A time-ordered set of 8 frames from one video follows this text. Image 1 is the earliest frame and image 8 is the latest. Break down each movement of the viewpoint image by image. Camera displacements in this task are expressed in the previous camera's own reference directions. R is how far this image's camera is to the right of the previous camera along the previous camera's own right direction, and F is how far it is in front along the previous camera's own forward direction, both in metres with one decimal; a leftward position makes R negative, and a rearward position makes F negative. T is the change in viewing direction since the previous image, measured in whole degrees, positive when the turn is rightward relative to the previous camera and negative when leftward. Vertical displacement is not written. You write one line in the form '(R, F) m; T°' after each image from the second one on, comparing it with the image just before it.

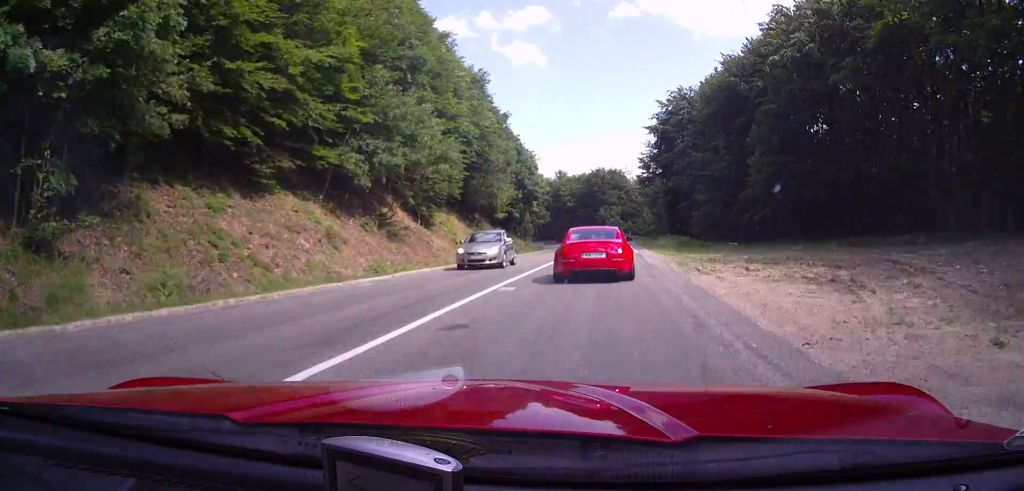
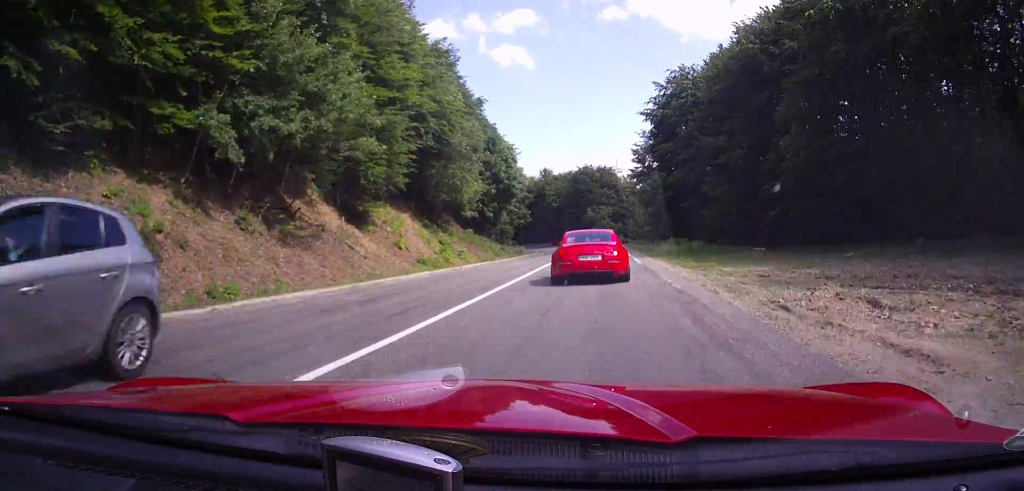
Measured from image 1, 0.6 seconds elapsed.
(-0.2, +9.4) m; +2°
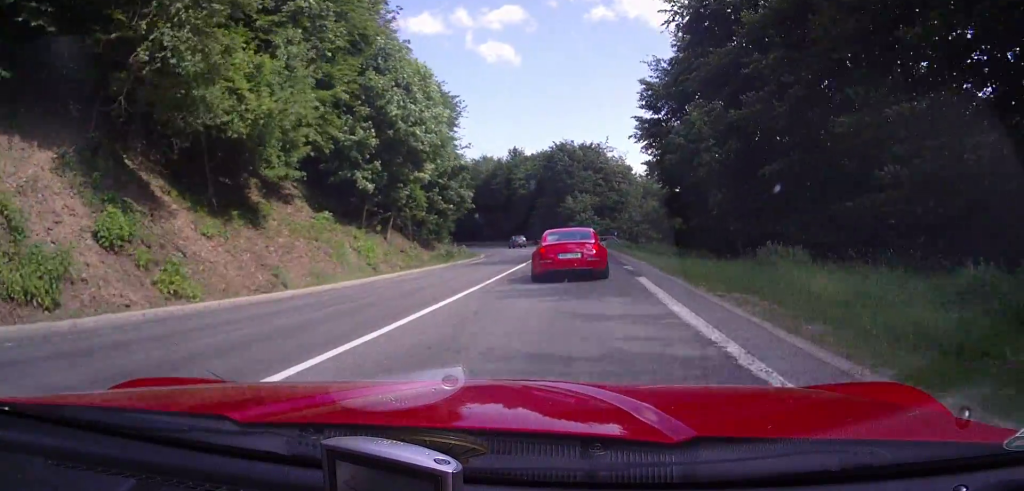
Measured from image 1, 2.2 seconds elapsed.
(+1.7, +27.1) m; +4°
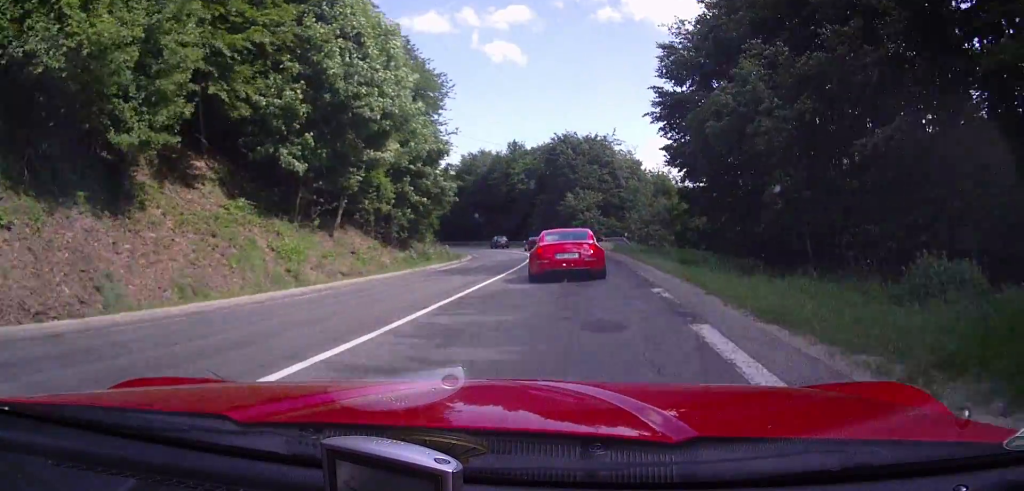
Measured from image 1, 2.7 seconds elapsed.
(0.0, +7.8) m; 0°
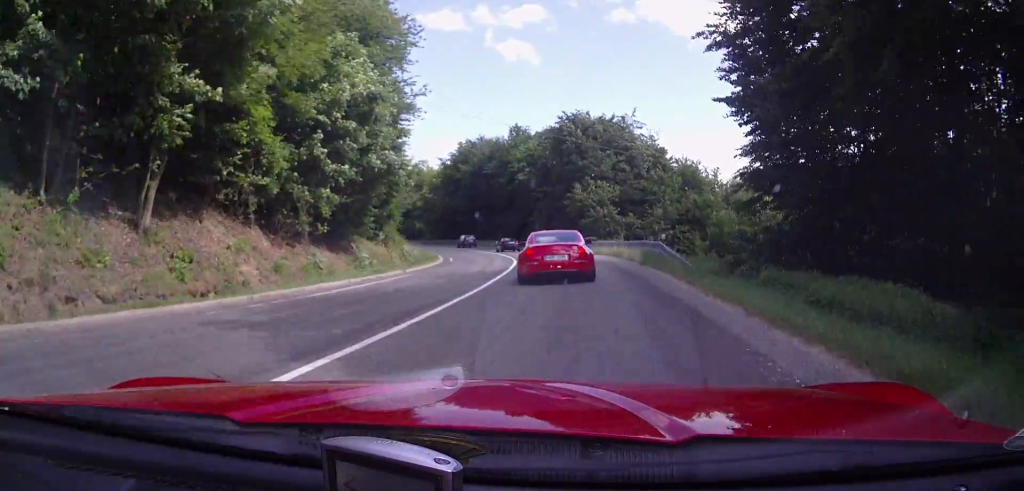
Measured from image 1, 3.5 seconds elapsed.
(0.0, +13.5) m; 0°
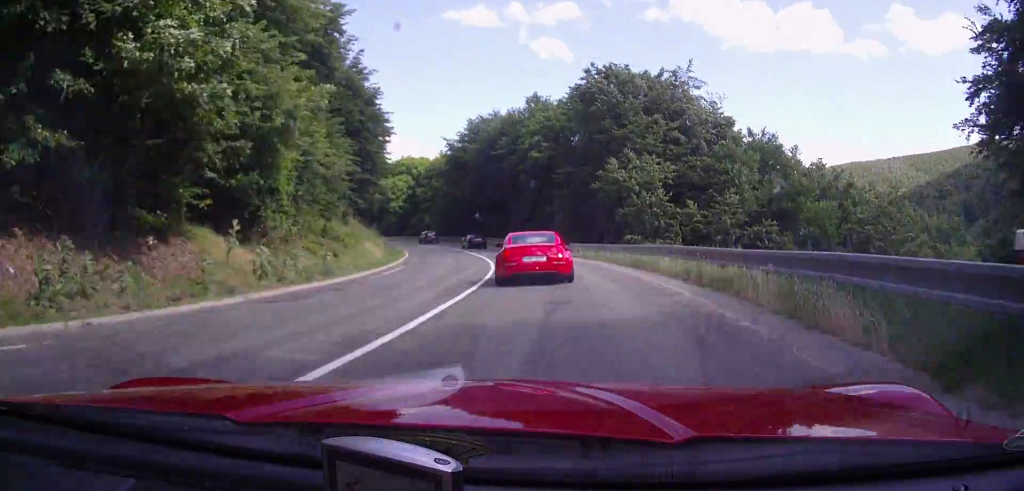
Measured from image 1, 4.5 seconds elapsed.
(0.0, +18.1) m; 0°
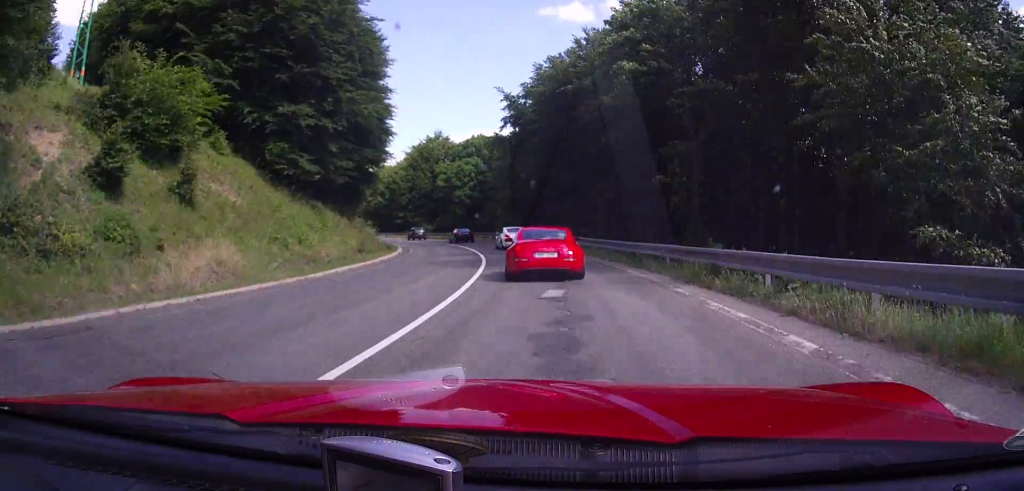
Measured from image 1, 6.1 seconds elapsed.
(0.0, +27.4) m; -2°
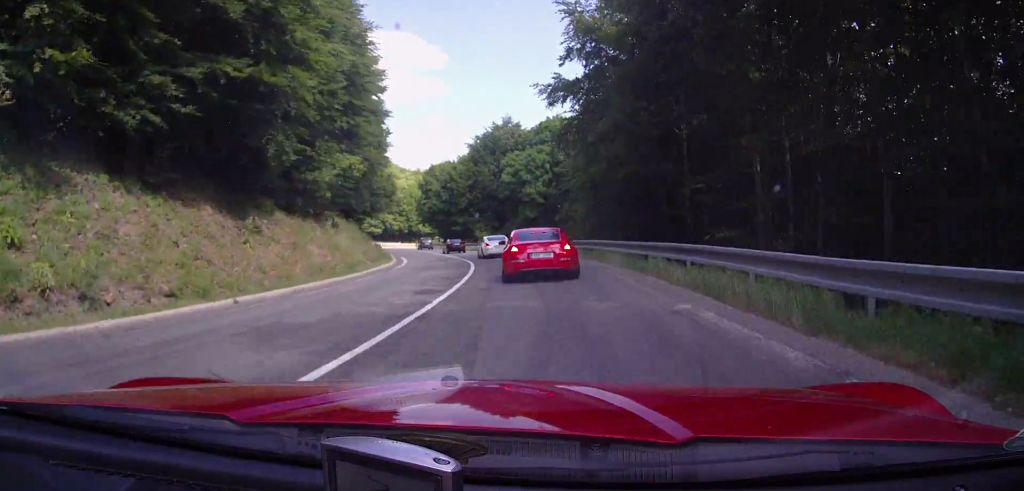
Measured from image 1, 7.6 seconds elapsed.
(-1.4, +24.6) m; -8°
